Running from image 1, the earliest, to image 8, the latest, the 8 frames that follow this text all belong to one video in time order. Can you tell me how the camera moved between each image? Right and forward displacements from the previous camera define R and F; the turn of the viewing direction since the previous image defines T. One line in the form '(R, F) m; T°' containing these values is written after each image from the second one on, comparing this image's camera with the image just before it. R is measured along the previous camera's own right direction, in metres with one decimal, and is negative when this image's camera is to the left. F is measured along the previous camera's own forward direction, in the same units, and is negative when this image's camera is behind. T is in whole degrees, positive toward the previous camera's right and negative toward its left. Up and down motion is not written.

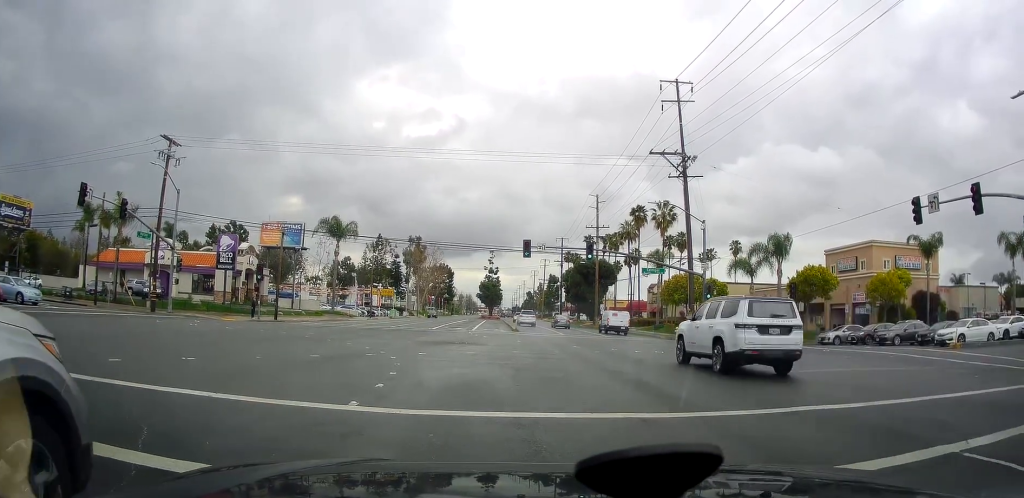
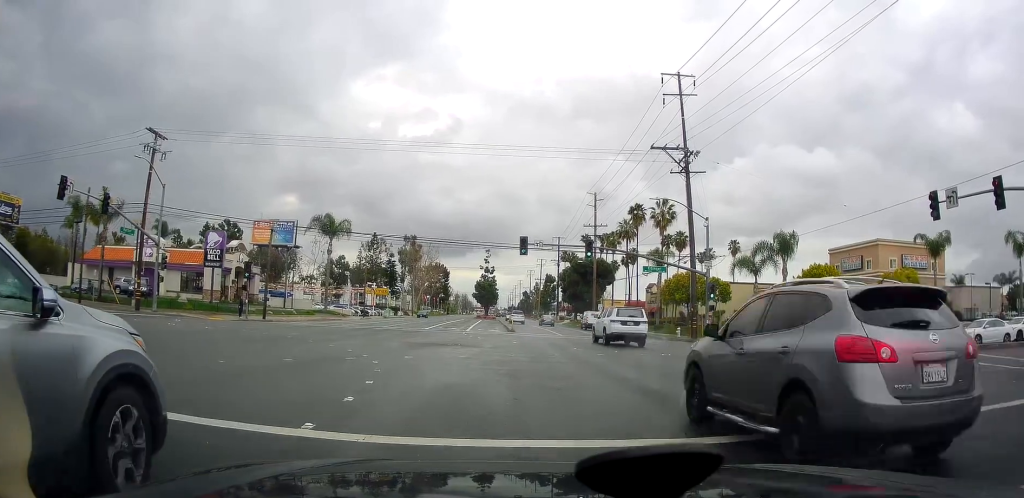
(0.0, +0.2) m; 0°
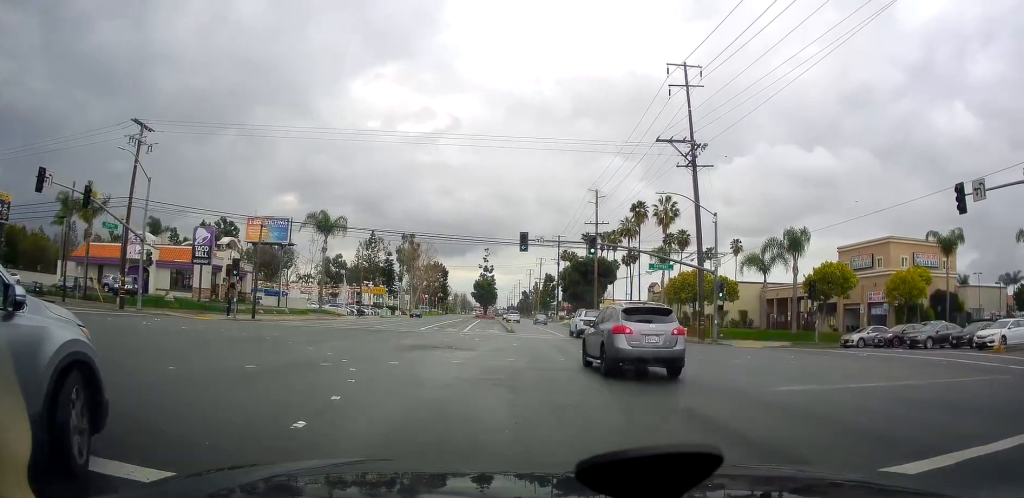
(0.0, +0.5) m; 0°
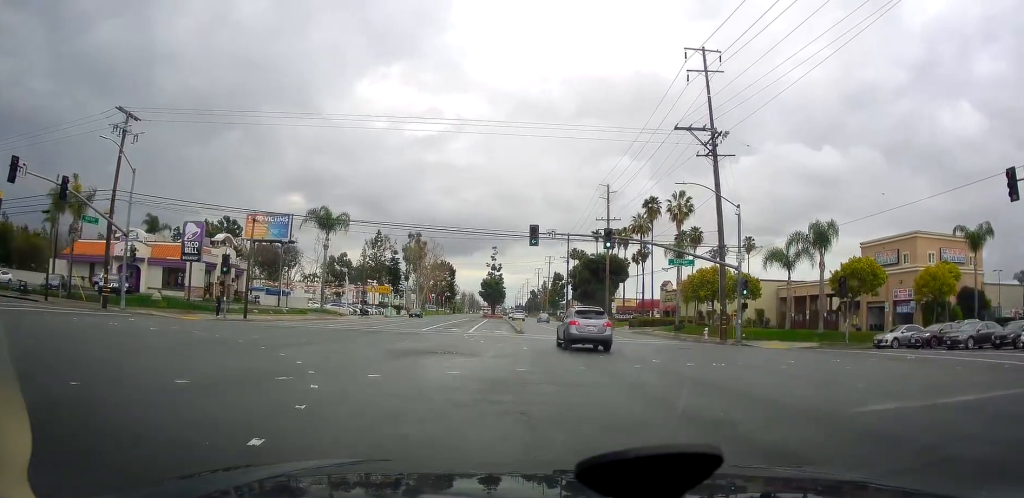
(0.0, +0.8) m; -1°
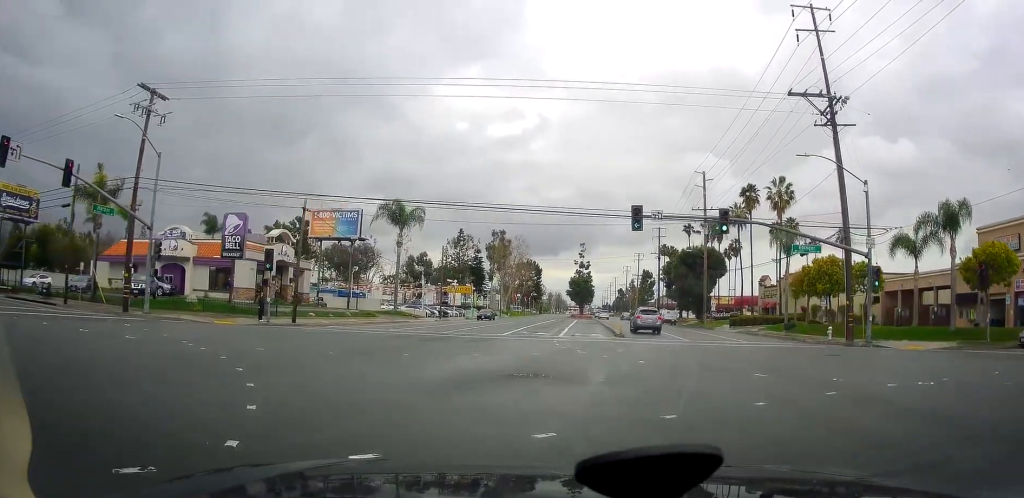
(-0.1, +3.1) m; -9°
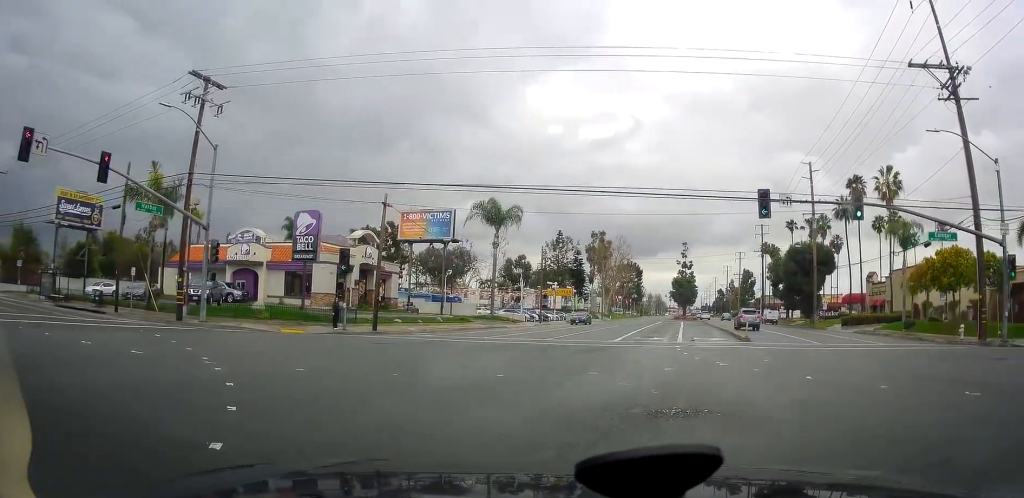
(+0.1, +2.7) m; -9°
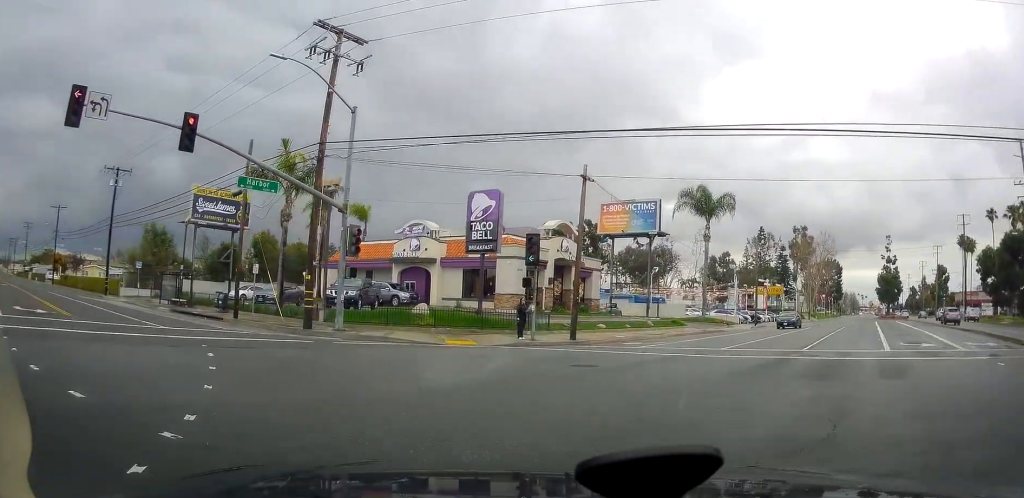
(-0.8, +6.7) m; -17°
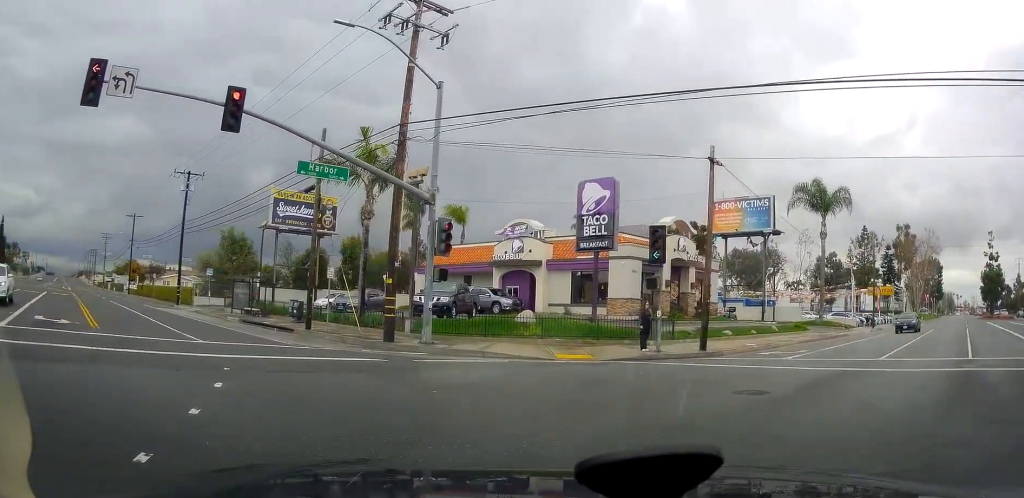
(-0.6, +4.1) m; -9°
